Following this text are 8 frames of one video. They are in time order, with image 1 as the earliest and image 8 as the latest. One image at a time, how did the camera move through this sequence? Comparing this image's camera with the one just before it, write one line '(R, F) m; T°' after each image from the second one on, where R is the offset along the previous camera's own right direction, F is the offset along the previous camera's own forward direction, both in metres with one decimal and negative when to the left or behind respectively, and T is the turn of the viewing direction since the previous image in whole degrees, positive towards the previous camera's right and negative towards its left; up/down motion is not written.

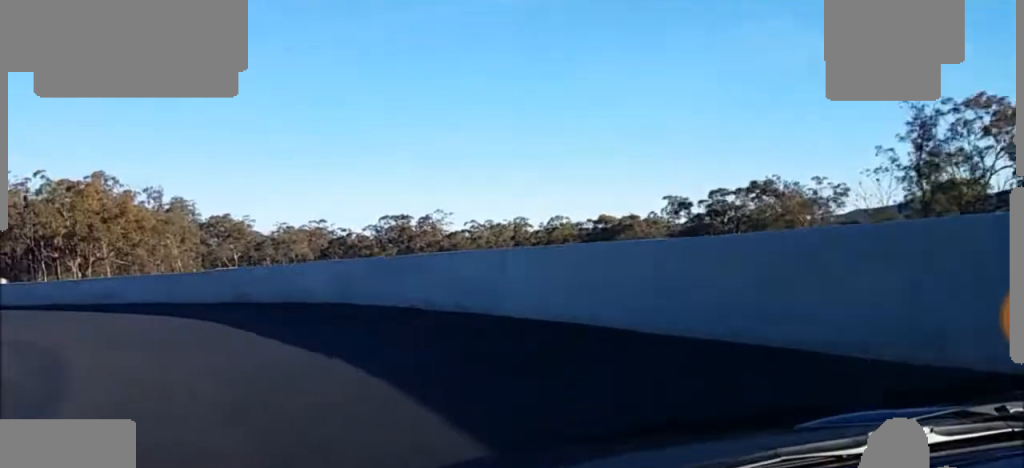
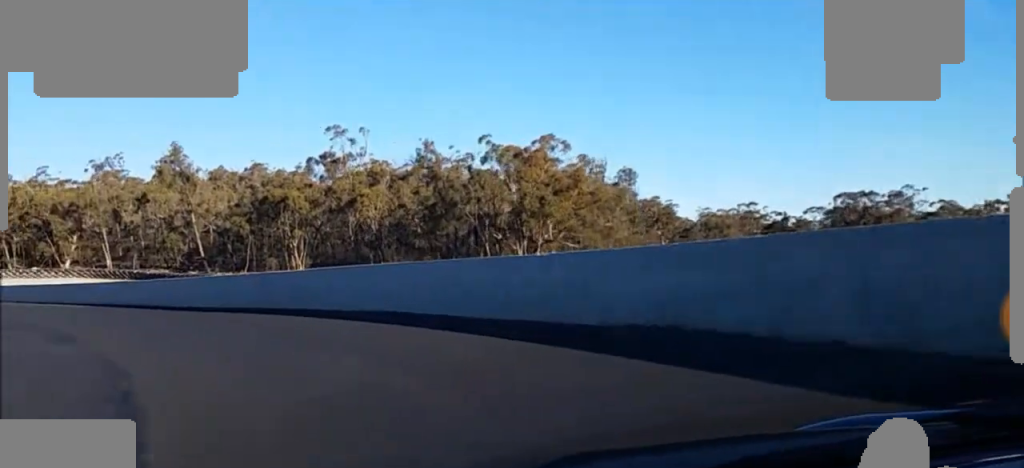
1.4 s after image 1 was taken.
(-7.9, +30.1) m; -26°
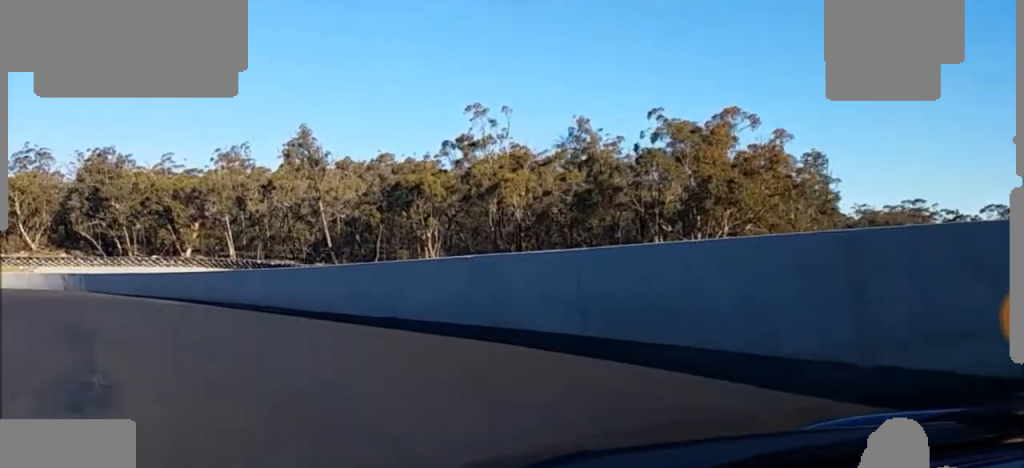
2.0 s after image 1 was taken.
(-1.1, +14.4) m; -9°
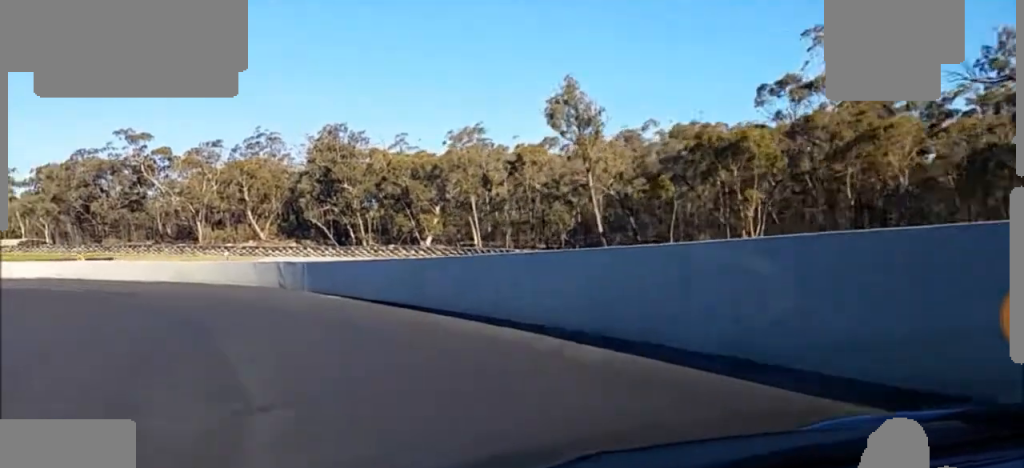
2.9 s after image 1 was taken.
(-2.1, +22.5) m; -12°
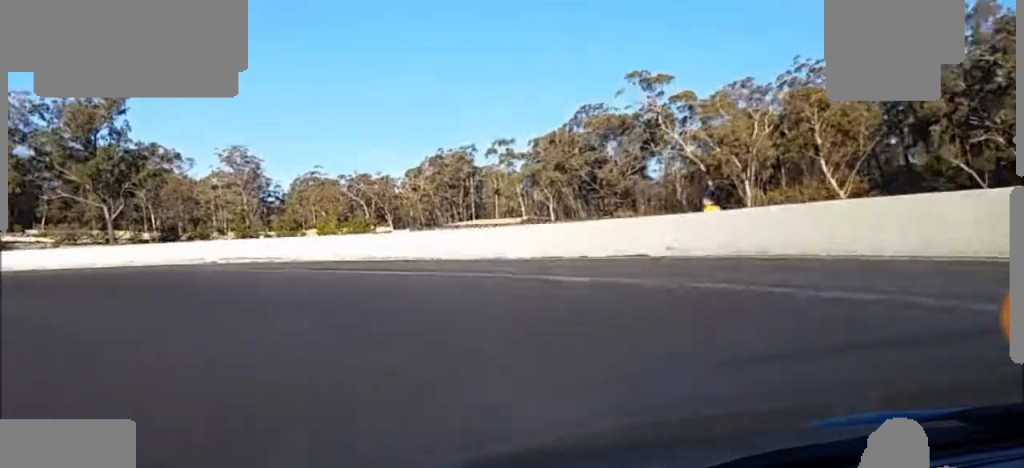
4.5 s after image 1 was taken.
(-9.2, +38.8) m; -30°
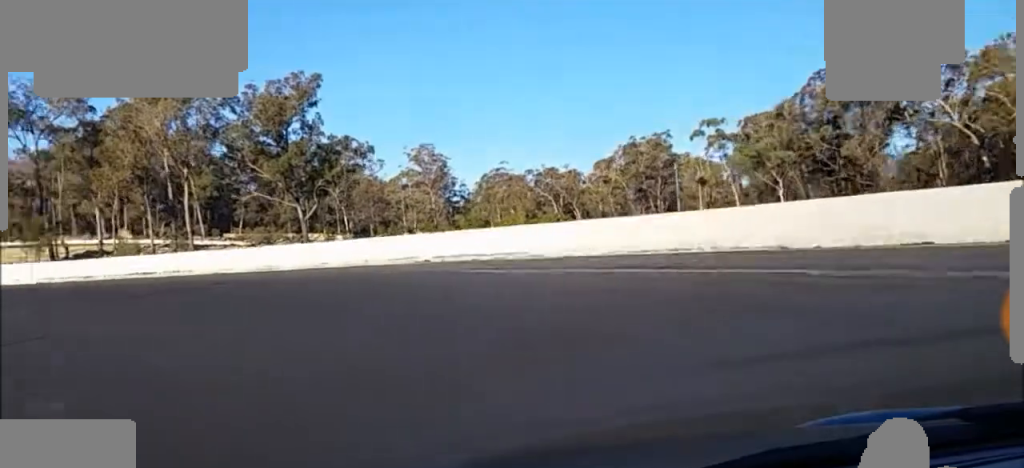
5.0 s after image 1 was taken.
(-0.7, +11.9) m; -11°
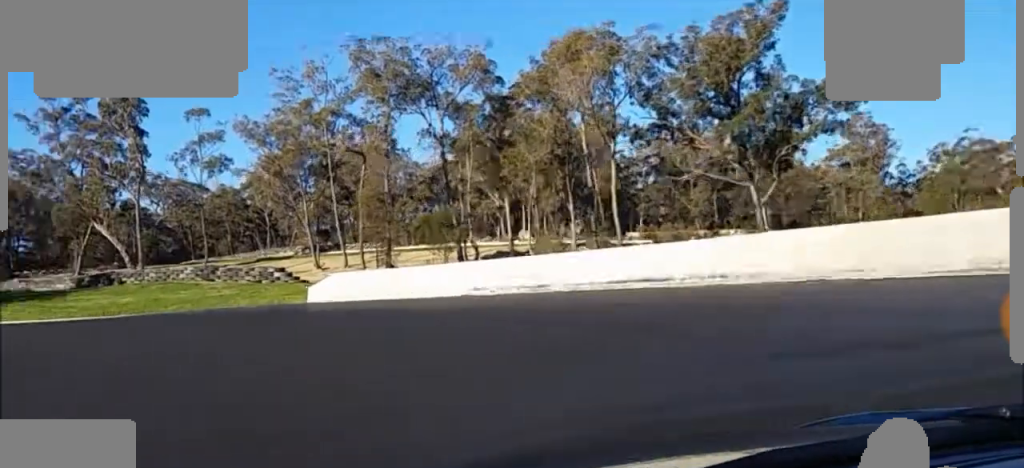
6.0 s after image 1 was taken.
(-5.4, +23.6) m; -25°
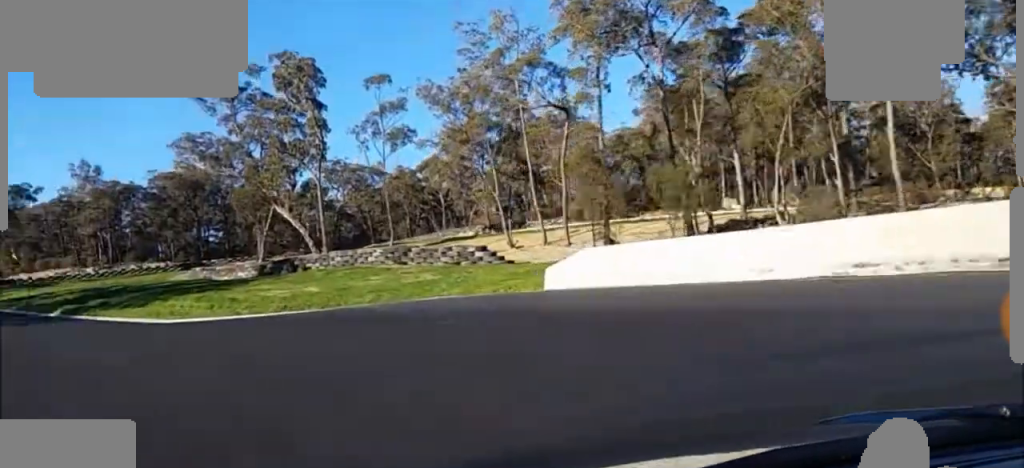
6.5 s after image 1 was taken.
(-1.3, +10.8) m; -10°
